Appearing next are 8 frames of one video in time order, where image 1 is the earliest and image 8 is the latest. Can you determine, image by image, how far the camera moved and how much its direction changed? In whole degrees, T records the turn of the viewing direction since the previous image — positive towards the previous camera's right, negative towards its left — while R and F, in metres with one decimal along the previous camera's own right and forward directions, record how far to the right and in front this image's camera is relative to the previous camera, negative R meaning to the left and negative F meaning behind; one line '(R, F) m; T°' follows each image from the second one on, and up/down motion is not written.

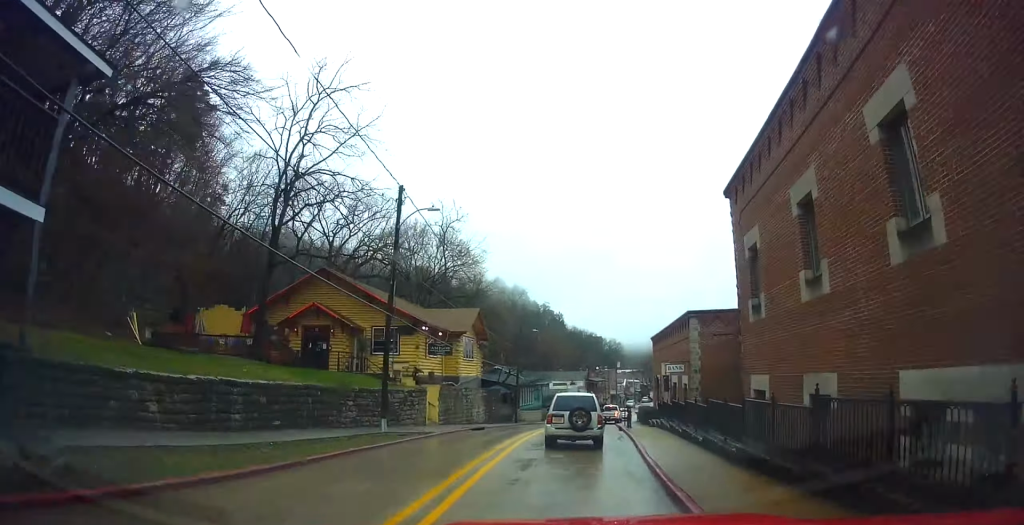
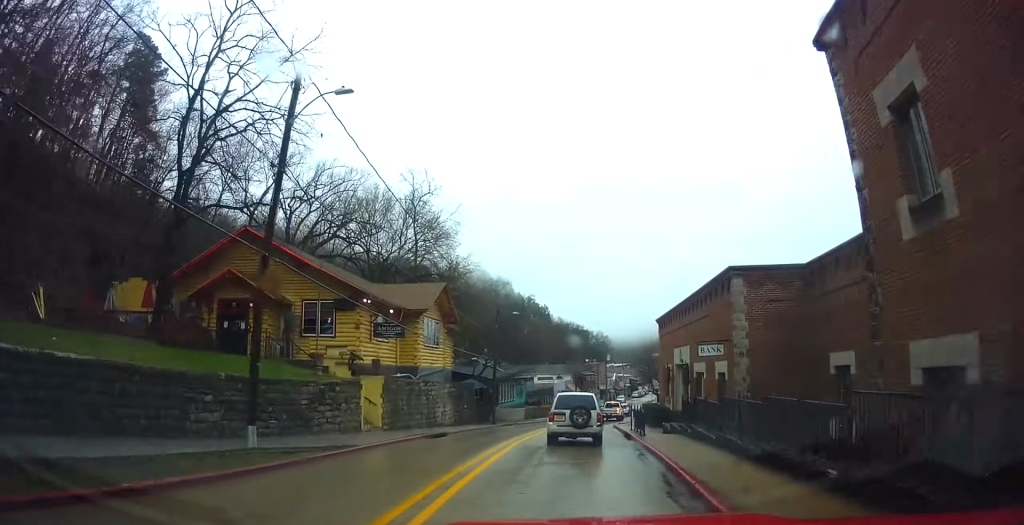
(+0.1, +8.1) m; +2°
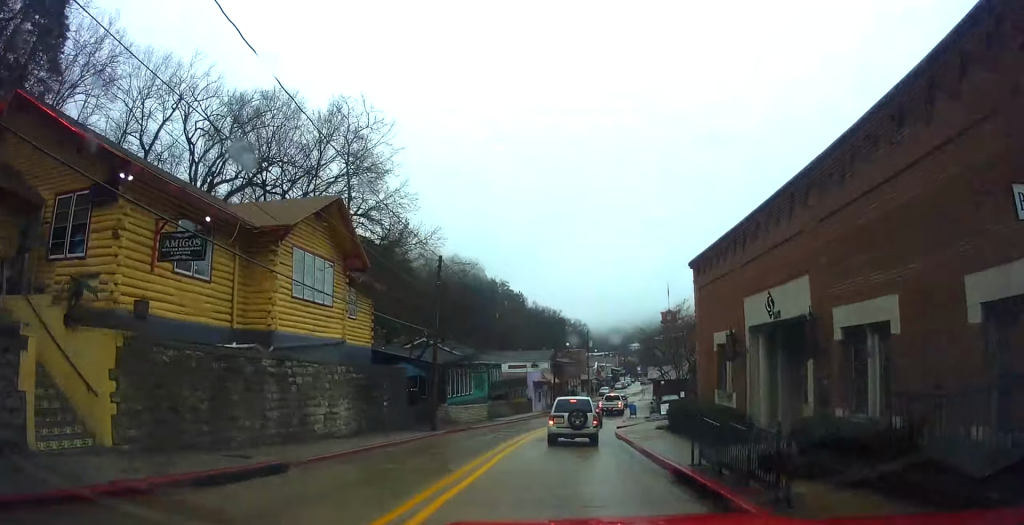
(+0.4, +13.4) m; +1°
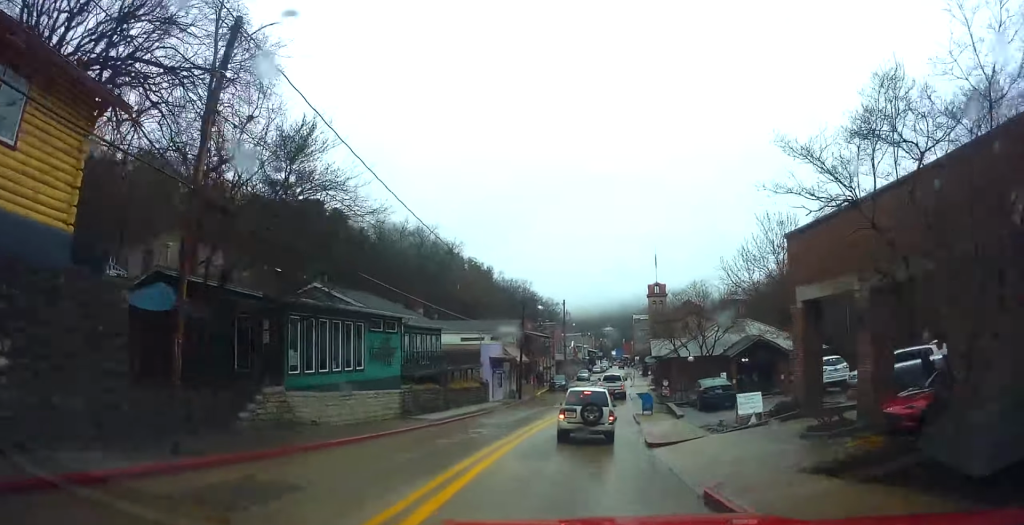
(0.0, +16.9) m; +3°
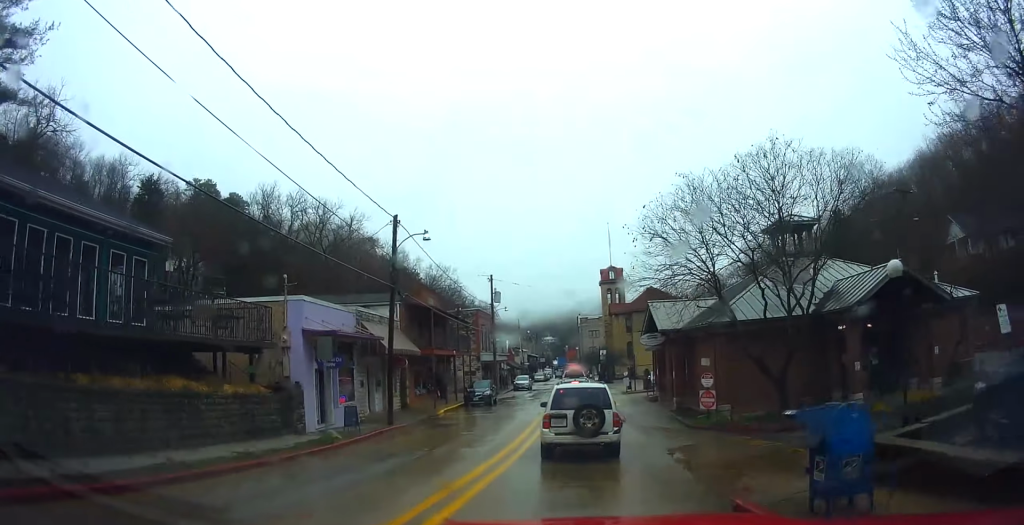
(+0.5, +26.7) m; +3°
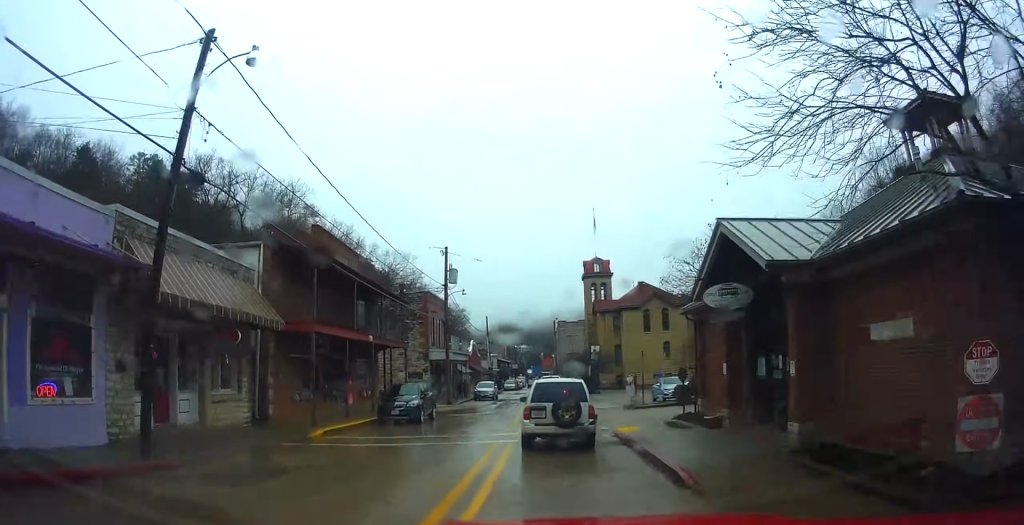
(+1.2, +14.6) m; +6°
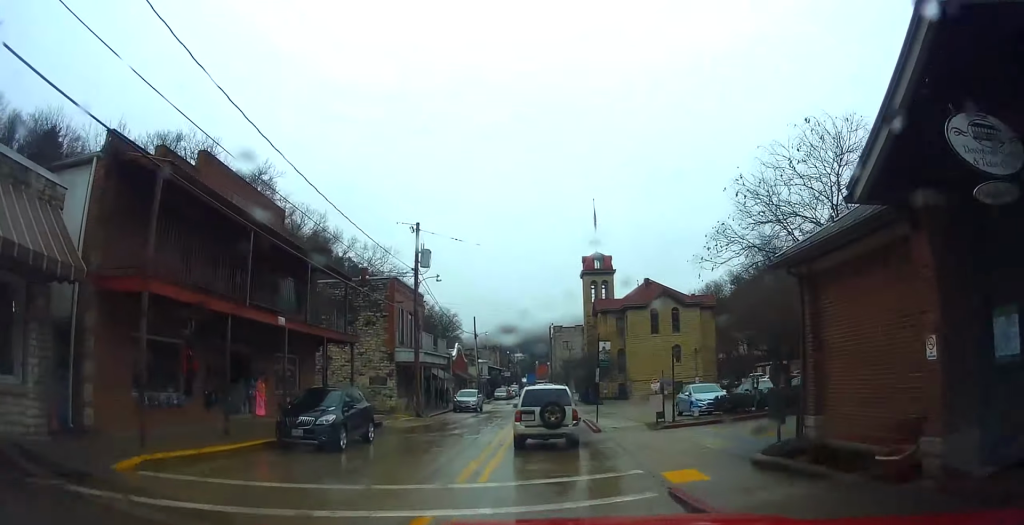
(0.0, +8.2) m; -3°
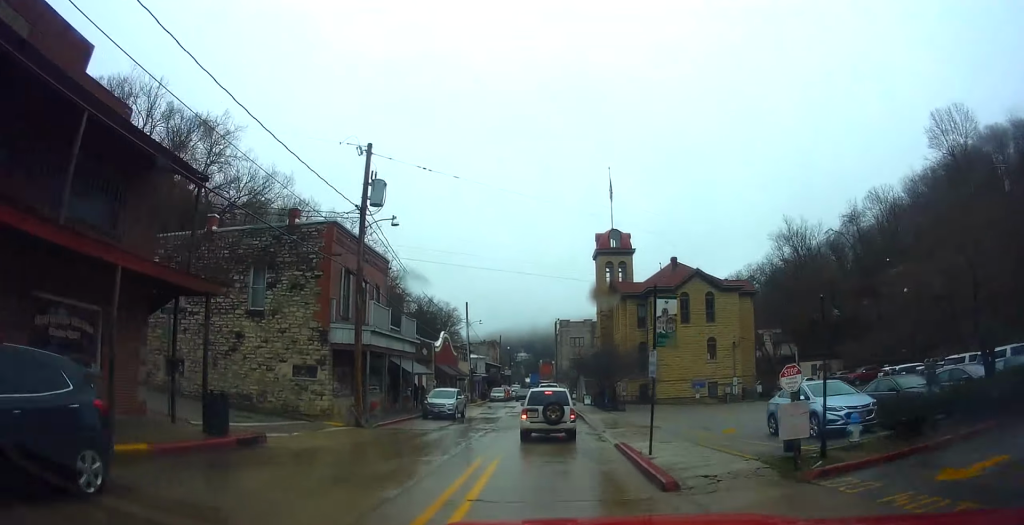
(-0.5, +11.3) m; 0°
